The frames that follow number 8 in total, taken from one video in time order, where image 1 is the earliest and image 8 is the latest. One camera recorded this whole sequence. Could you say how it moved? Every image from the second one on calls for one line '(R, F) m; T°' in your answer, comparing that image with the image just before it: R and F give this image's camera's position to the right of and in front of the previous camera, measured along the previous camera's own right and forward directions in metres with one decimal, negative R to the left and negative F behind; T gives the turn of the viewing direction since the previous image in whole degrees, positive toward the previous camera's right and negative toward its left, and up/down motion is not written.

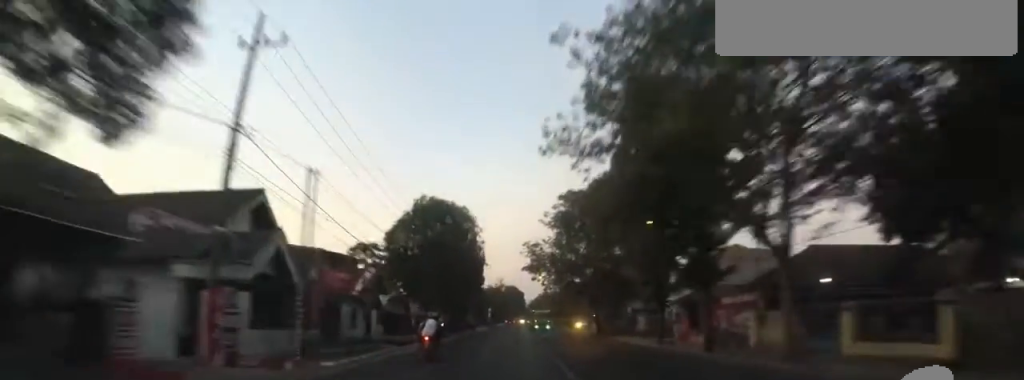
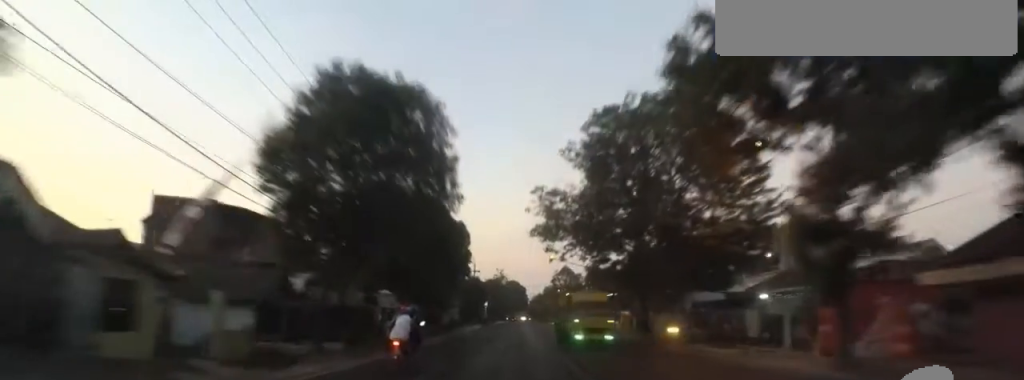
(0.0, +15.4) m; -1°
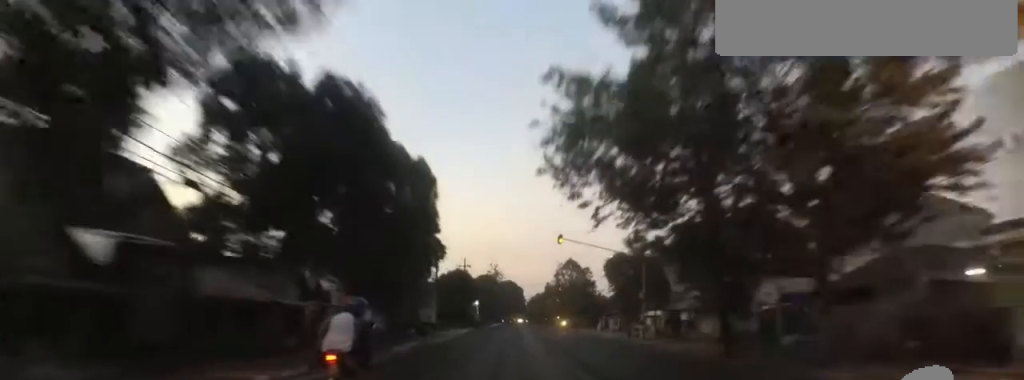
(0.0, +11.7) m; 0°
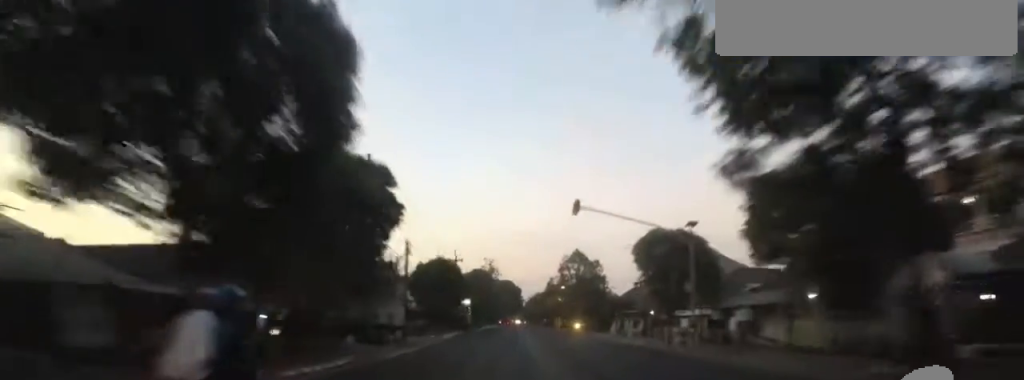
(-0.4, +9.8) m; +2°
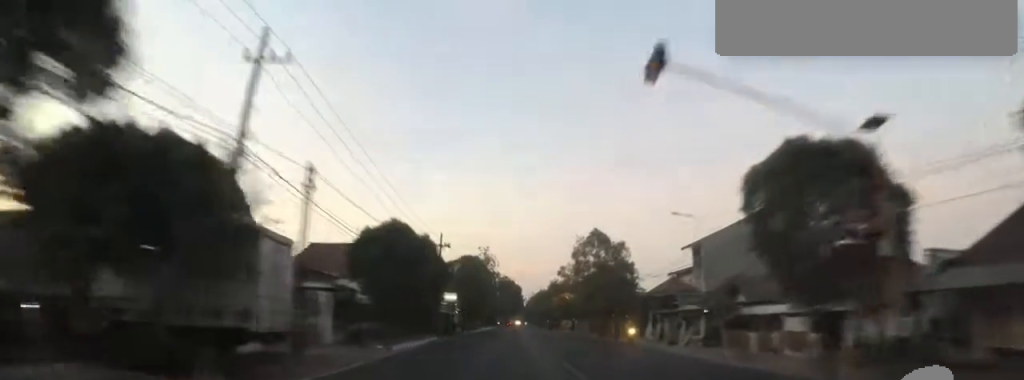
(+0.5, +13.6) m; +1°
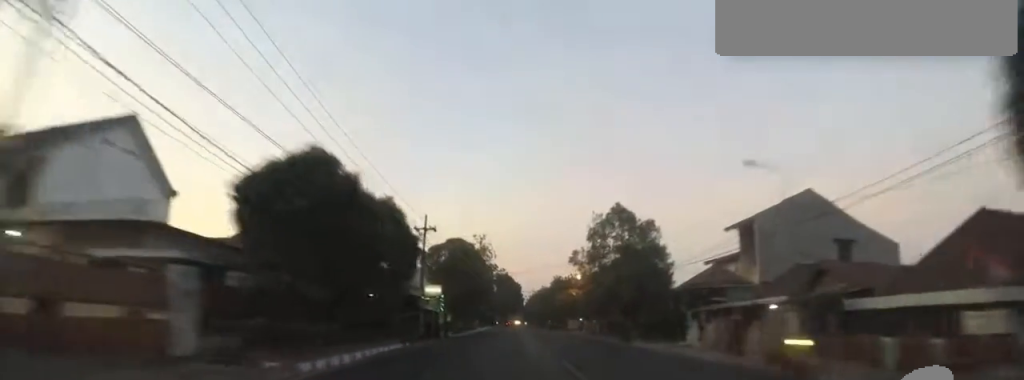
(+1.0, +9.4) m; 0°
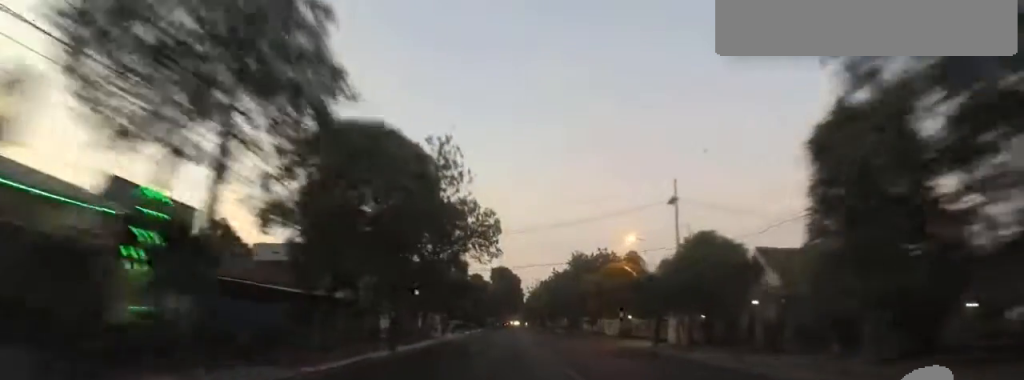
(-1.7, +31.9) m; -1°
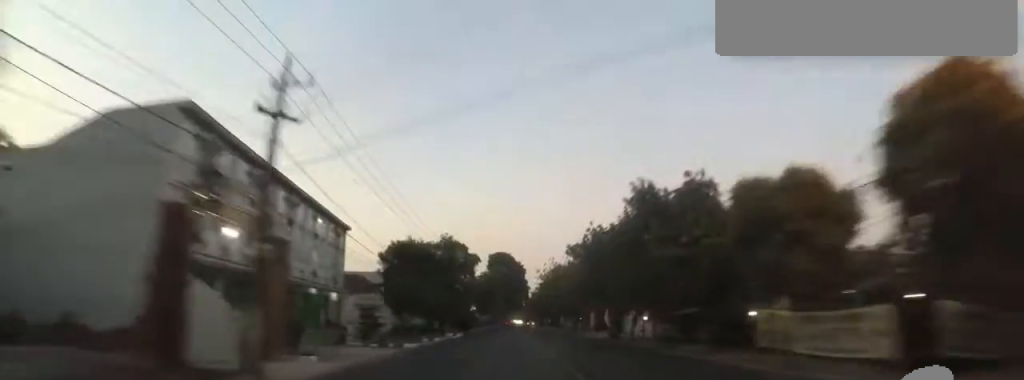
(+0.8, +31.0) m; -1°
